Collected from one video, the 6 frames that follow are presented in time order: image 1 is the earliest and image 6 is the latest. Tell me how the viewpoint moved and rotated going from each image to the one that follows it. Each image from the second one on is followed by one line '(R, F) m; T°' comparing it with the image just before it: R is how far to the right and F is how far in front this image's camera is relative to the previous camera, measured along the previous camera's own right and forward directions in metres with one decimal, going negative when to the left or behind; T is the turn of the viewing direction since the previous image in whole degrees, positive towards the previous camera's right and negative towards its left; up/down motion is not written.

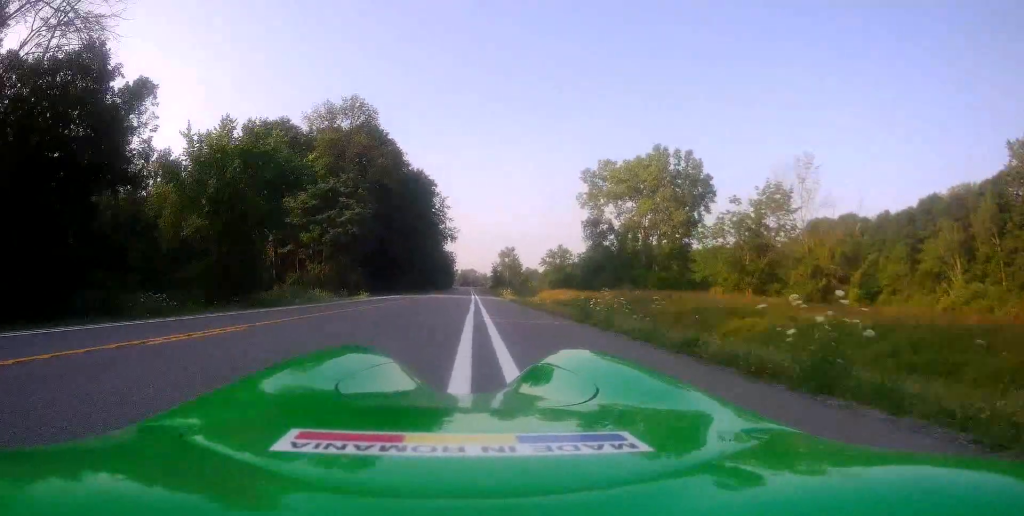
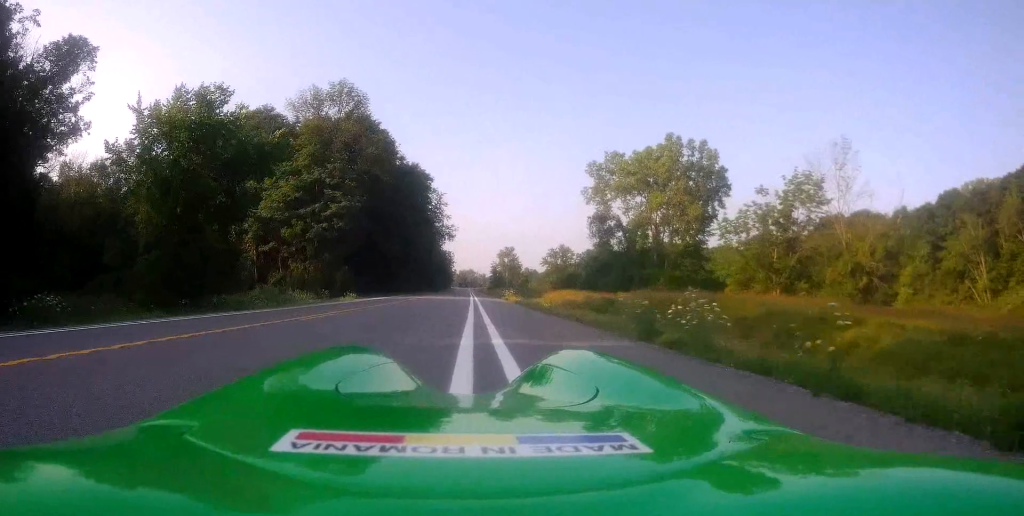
(-0.1, +5.7) m; -1°
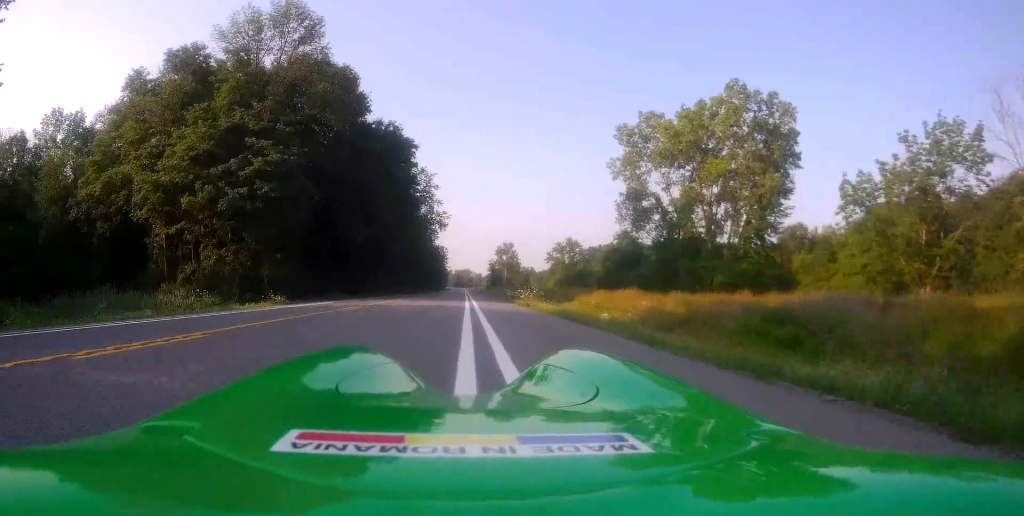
(+0.2, +20.0) m; +2°
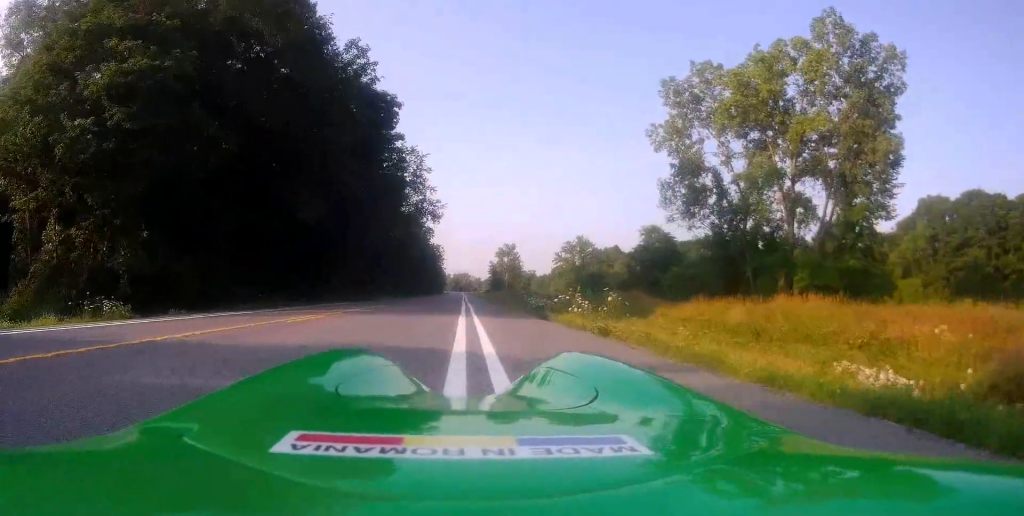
(0.0, +17.0) m; 0°
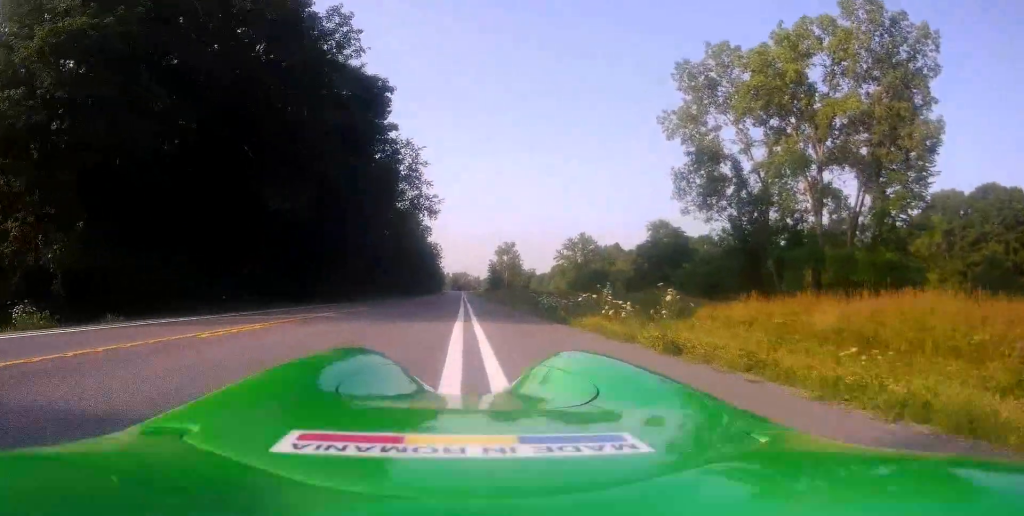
(0.0, +4.2) m; 0°
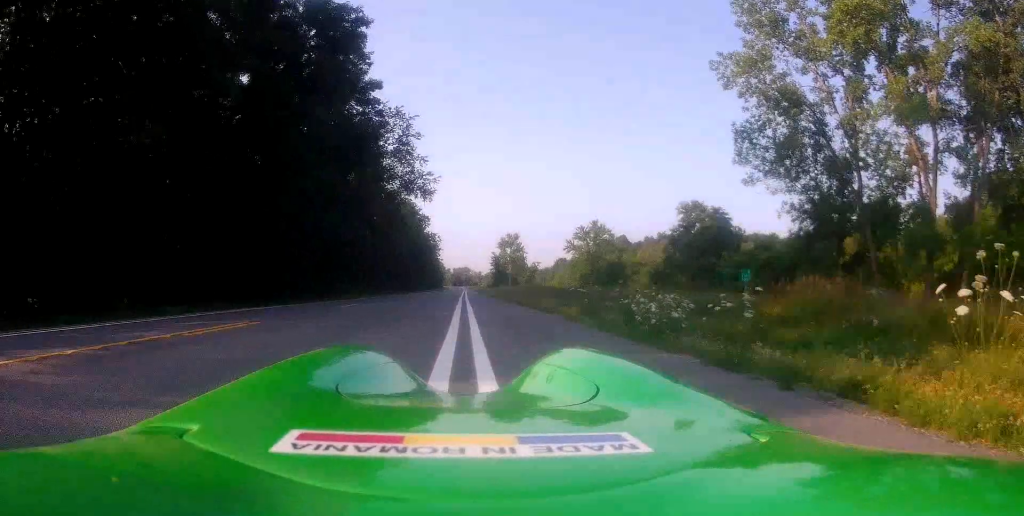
(0.0, +12.6) m; 0°
